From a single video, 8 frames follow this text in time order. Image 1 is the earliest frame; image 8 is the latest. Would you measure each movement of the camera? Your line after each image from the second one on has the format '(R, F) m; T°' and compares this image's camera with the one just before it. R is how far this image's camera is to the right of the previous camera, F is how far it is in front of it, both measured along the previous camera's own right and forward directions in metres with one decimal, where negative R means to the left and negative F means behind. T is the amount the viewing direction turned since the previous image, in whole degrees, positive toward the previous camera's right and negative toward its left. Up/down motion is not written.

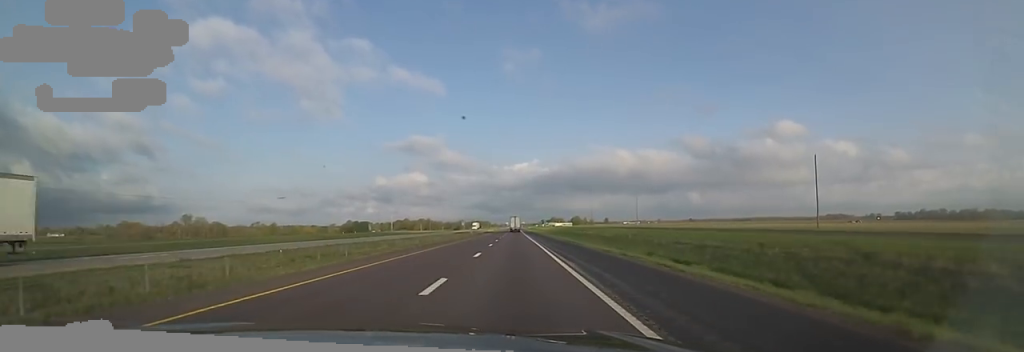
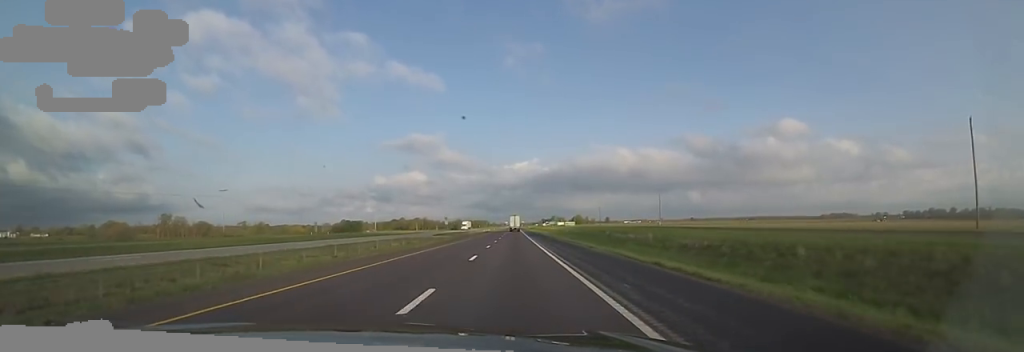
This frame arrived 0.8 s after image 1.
(-0.5, +25.5) m; -1°
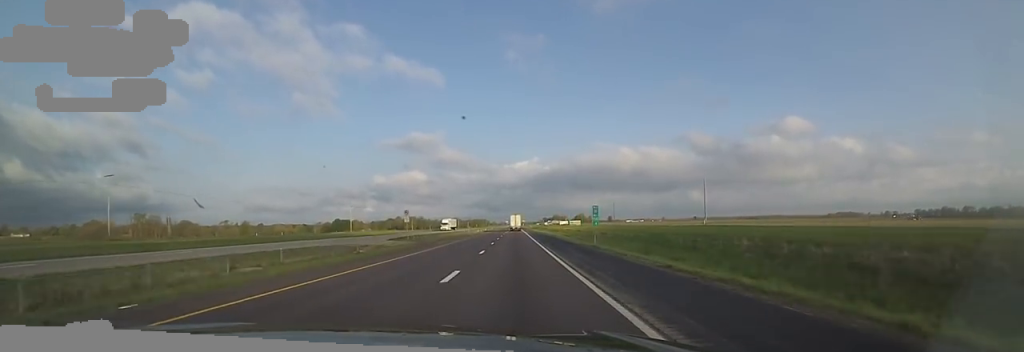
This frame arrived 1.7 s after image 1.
(-0.3, +31.2) m; +1°
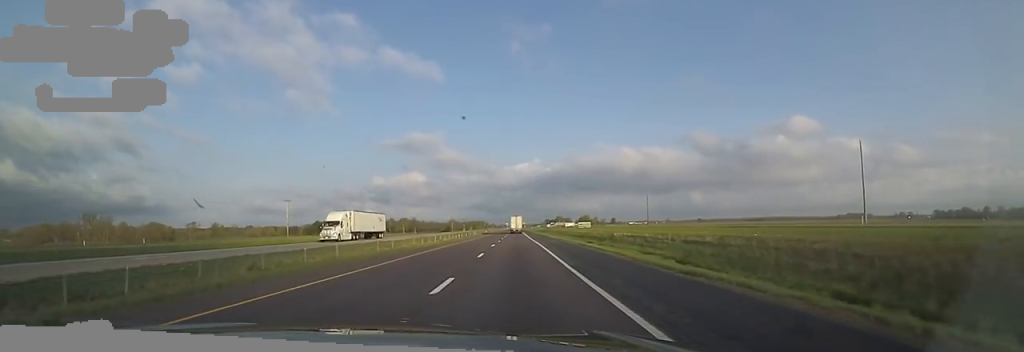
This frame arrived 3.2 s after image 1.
(+0.8, +50.9) m; +1°
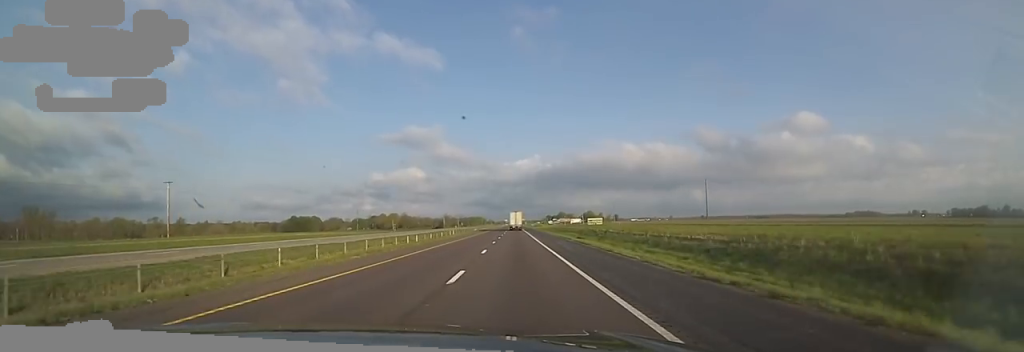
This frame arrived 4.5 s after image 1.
(+0.5, +47.8) m; +1°
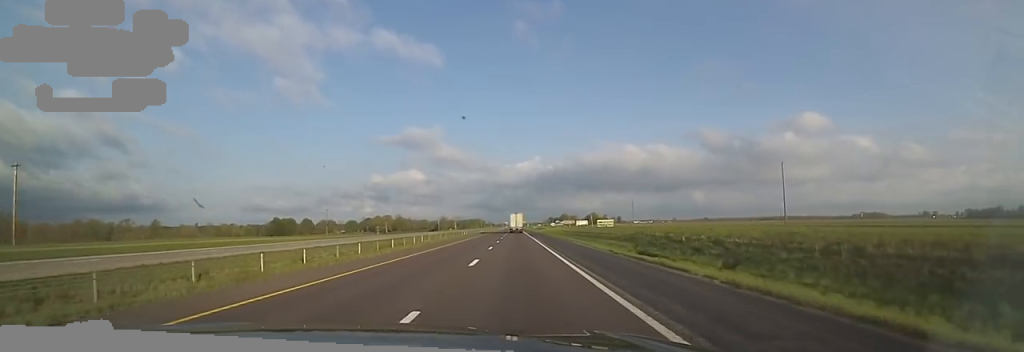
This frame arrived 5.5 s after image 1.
(-0.1, +32.1) m; 0°
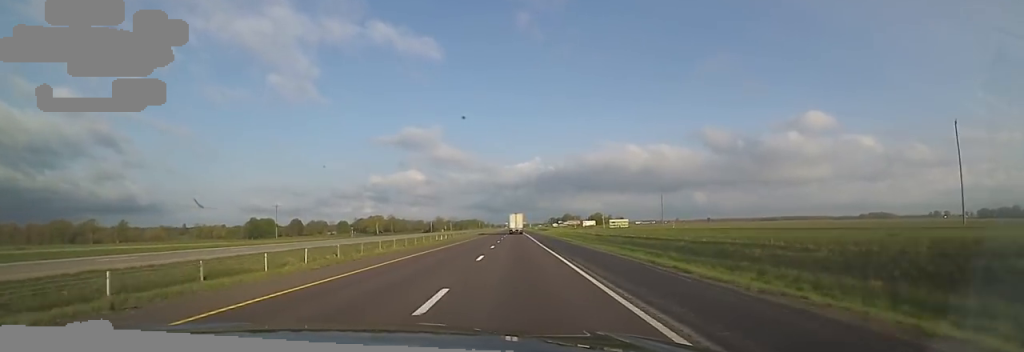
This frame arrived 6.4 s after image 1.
(-0.1, +33.7) m; 0°
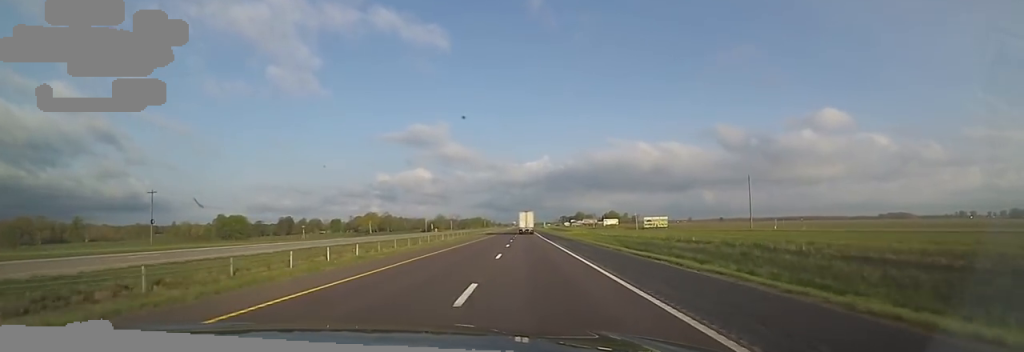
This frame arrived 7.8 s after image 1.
(0.0, +47.3) m; 0°
